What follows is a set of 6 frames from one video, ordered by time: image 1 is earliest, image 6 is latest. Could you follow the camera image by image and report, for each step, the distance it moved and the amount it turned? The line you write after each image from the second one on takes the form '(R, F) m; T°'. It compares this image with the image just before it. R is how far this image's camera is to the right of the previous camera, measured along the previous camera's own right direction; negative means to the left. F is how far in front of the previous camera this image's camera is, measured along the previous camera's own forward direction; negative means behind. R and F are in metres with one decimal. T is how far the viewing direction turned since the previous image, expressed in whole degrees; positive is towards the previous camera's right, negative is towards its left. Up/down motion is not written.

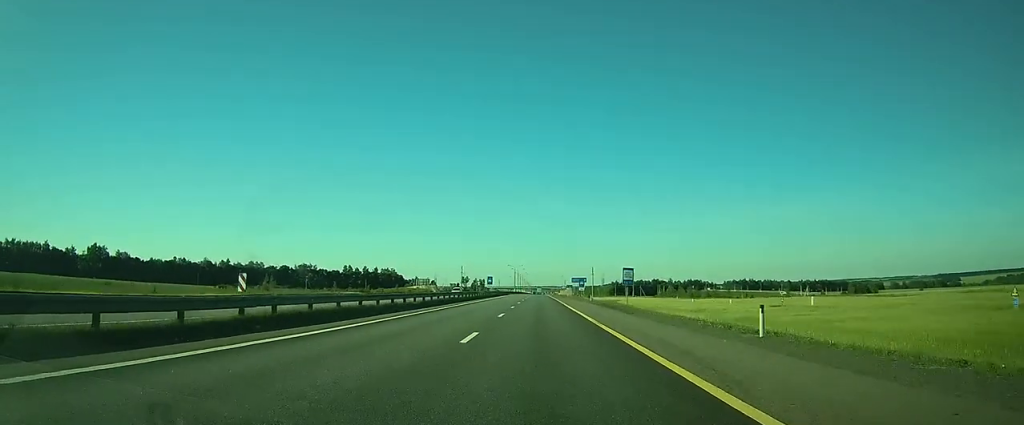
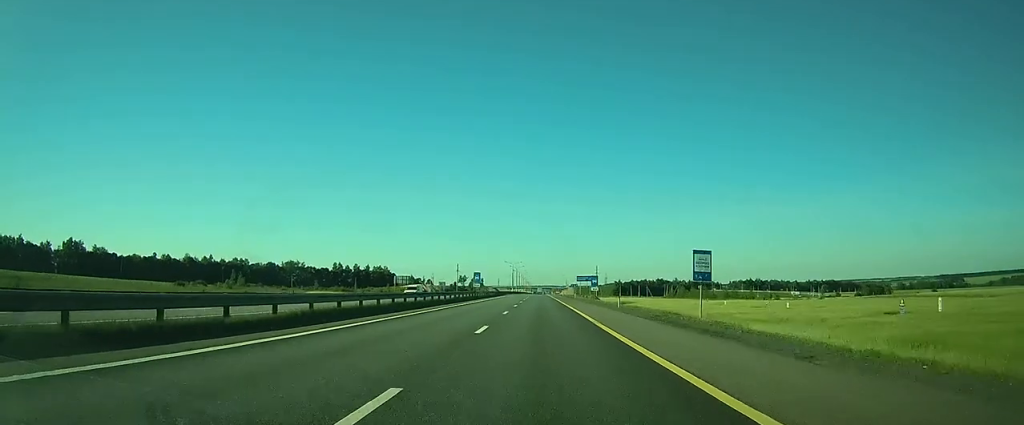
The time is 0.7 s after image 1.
(-0.1, +21.0) m; 0°
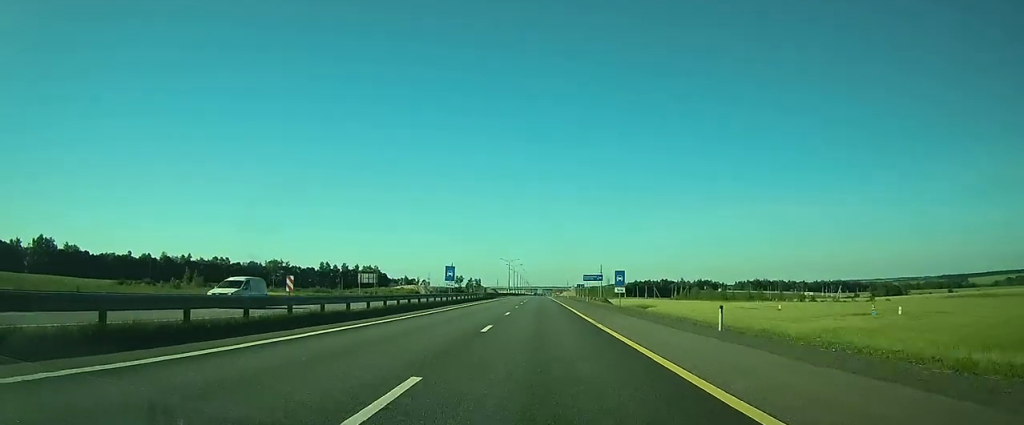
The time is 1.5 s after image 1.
(0.0, +22.9) m; 0°
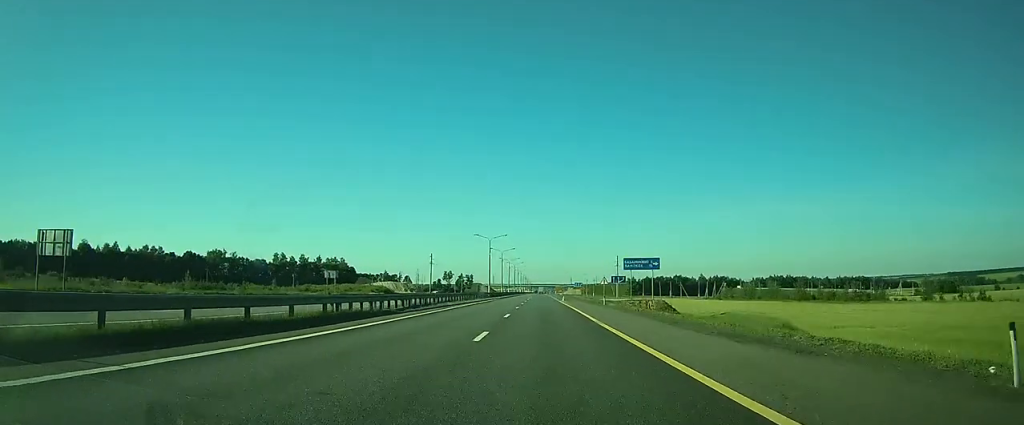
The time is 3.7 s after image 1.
(-0.1, +63.2) m; 0°
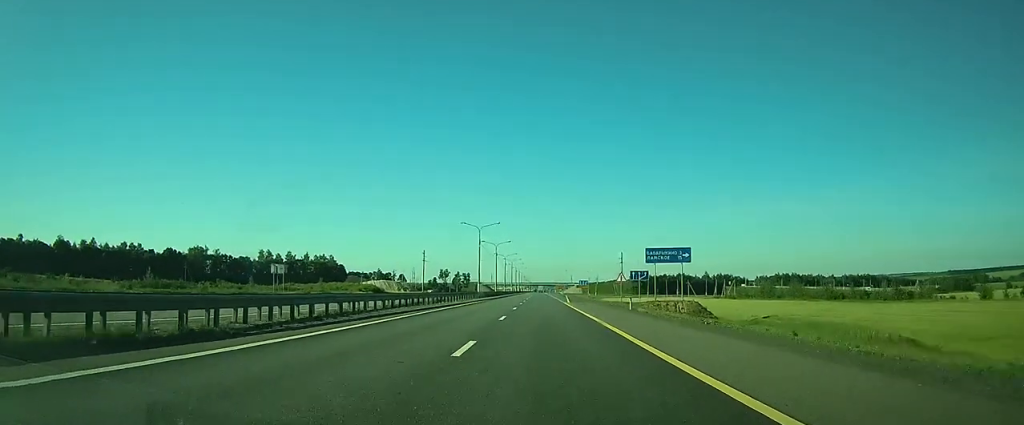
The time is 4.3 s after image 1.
(0.0, +15.3) m; 0°
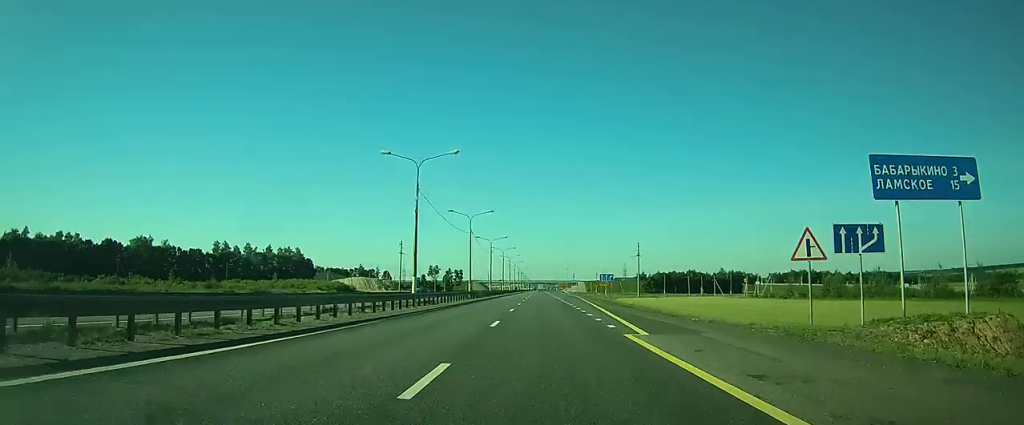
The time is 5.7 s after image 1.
(+0.1, +40.2) m; 0°
